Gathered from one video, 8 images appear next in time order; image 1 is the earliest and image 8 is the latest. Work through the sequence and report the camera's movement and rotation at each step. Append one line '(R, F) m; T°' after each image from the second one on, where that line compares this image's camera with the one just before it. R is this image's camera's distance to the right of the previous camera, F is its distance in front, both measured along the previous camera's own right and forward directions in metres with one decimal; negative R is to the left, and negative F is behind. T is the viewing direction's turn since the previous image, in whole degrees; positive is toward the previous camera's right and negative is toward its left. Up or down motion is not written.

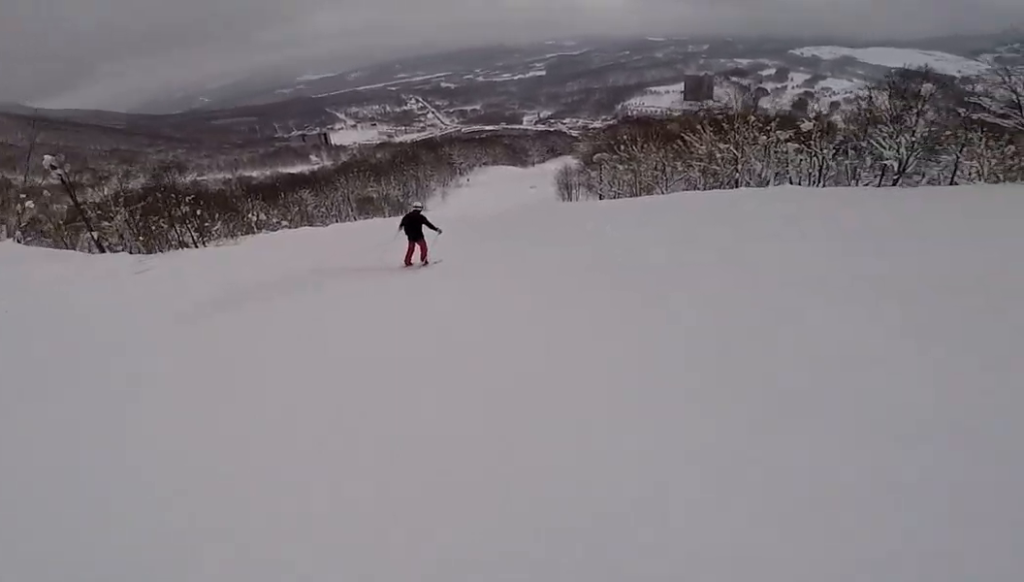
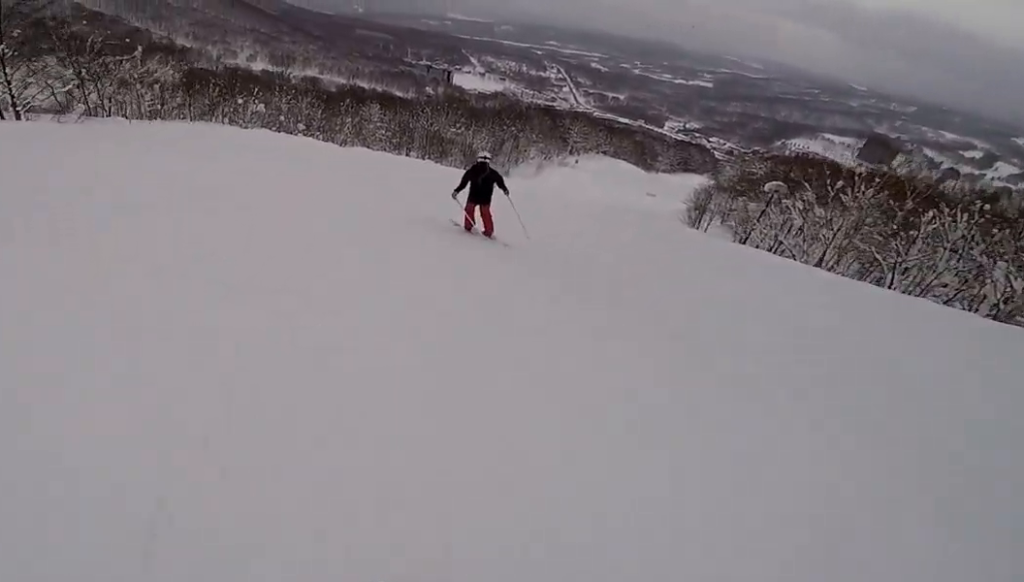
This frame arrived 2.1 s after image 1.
(-0.1, +19.9) m; -8°
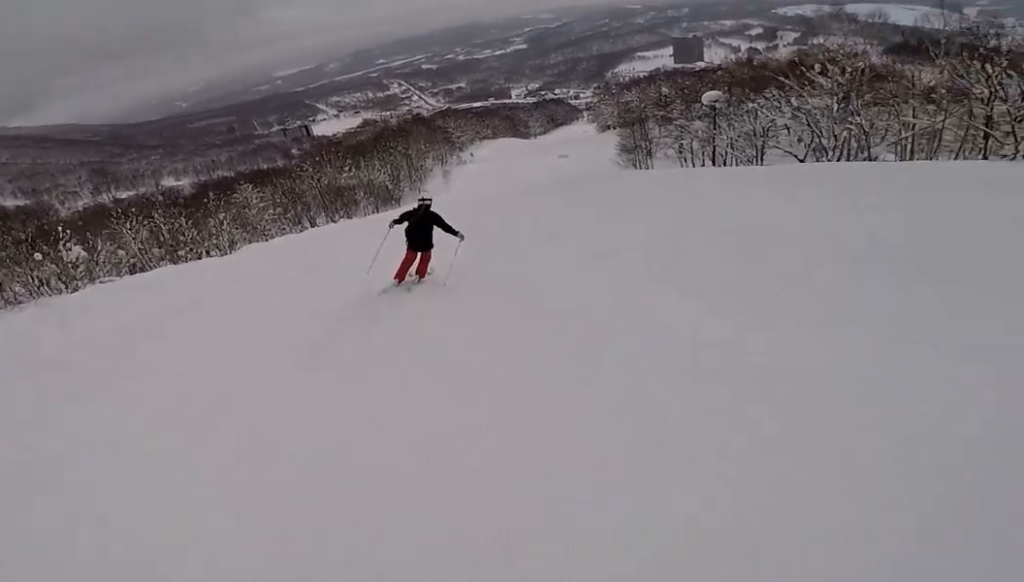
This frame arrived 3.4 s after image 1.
(-1.2, +12.3) m; +8°
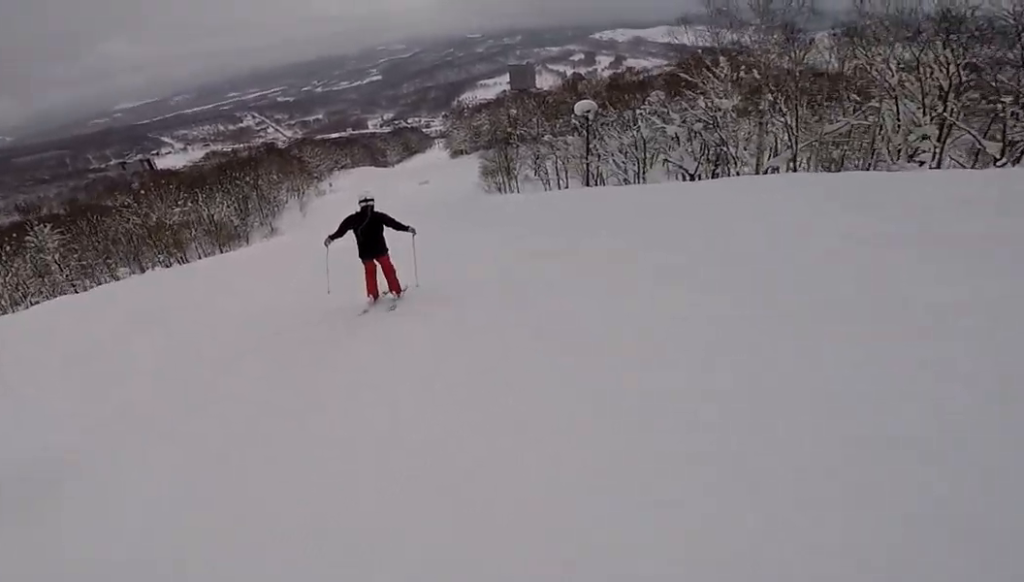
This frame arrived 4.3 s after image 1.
(+2.7, +9.3) m; +8°
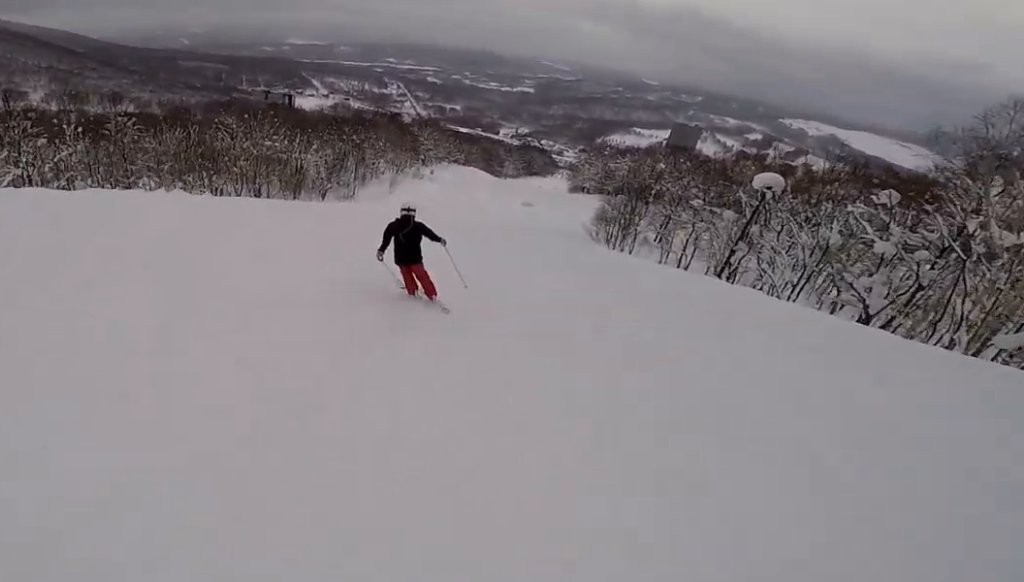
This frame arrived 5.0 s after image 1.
(-1.1, +7.6) m; -6°
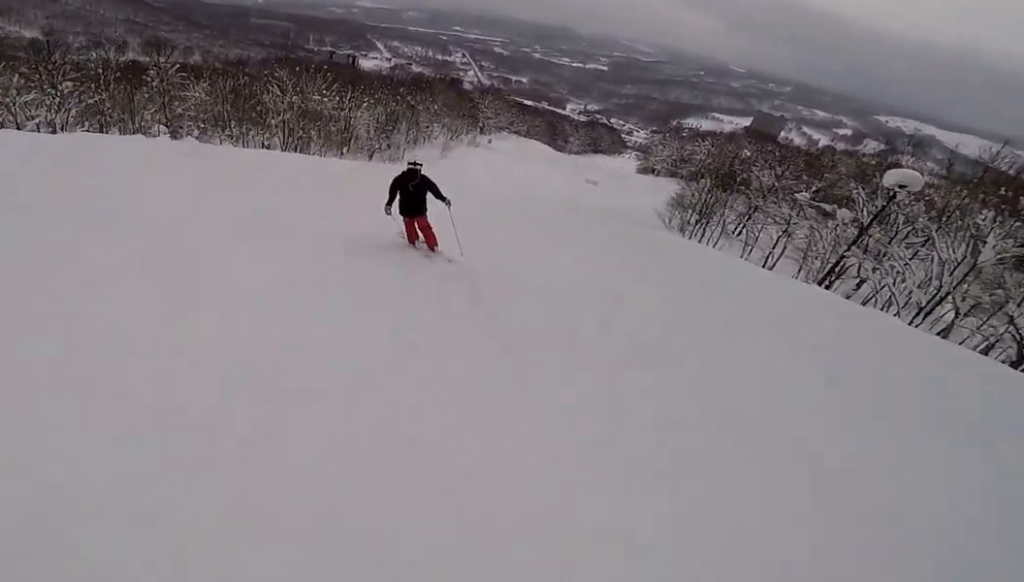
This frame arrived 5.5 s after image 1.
(-0.2, +4.7) m; -1°
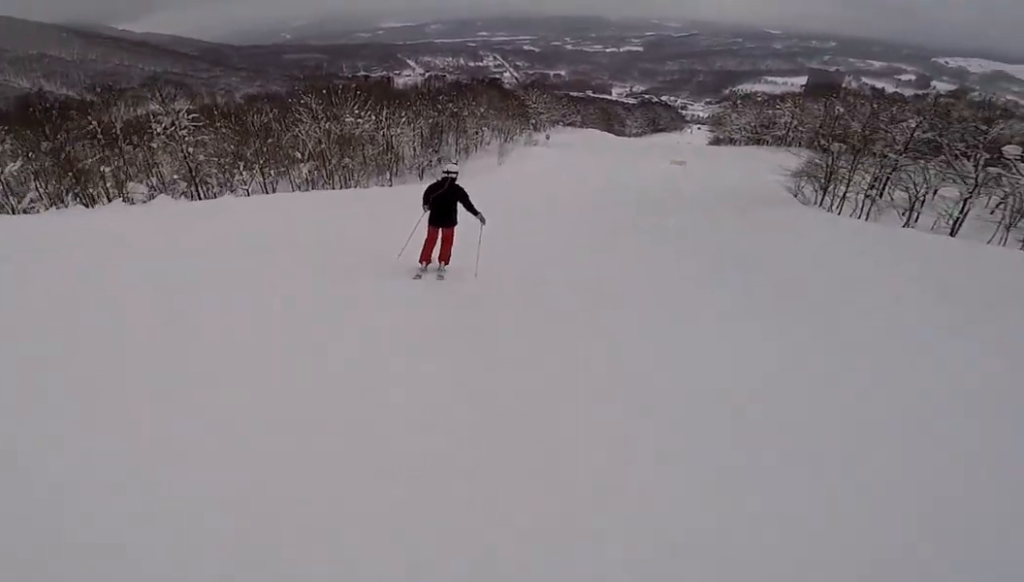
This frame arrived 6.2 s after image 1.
(-0.2, +8.8) m; +6°
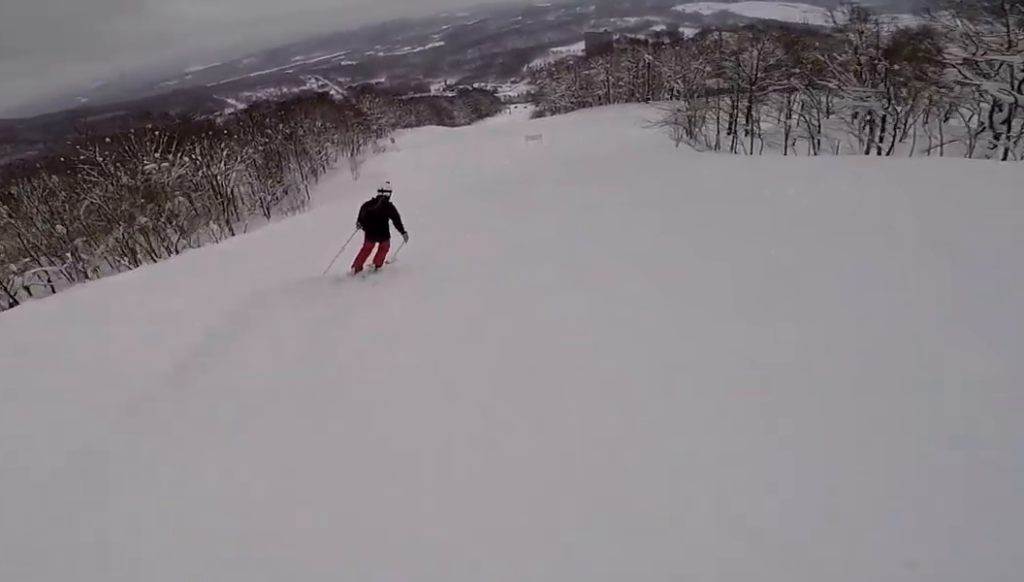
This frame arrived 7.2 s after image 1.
(+1.3, +10.6) m; +1°
